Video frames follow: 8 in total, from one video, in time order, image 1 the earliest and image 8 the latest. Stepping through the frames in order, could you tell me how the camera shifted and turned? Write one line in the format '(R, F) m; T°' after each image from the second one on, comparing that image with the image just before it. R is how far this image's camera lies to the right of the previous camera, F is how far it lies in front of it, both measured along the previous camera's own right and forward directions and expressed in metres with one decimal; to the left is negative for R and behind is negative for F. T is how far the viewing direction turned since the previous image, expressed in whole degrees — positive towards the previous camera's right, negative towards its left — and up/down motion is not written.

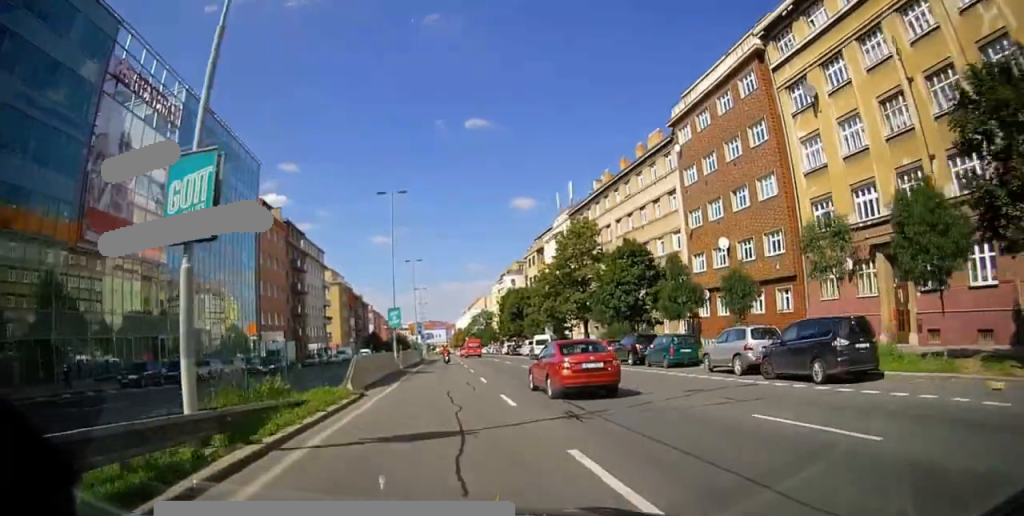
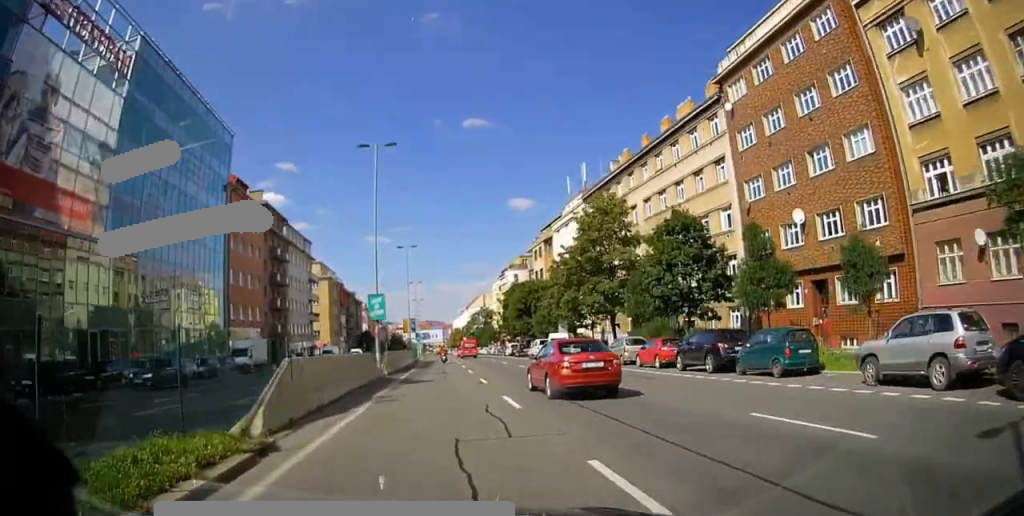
(+0.1, +9.7) m; 0°
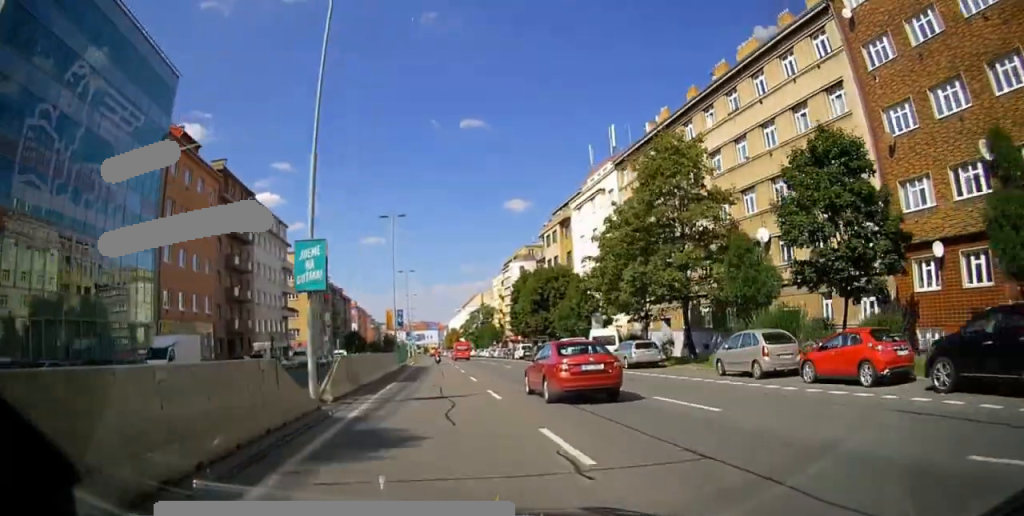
(0.0, +15.0) m; 0°
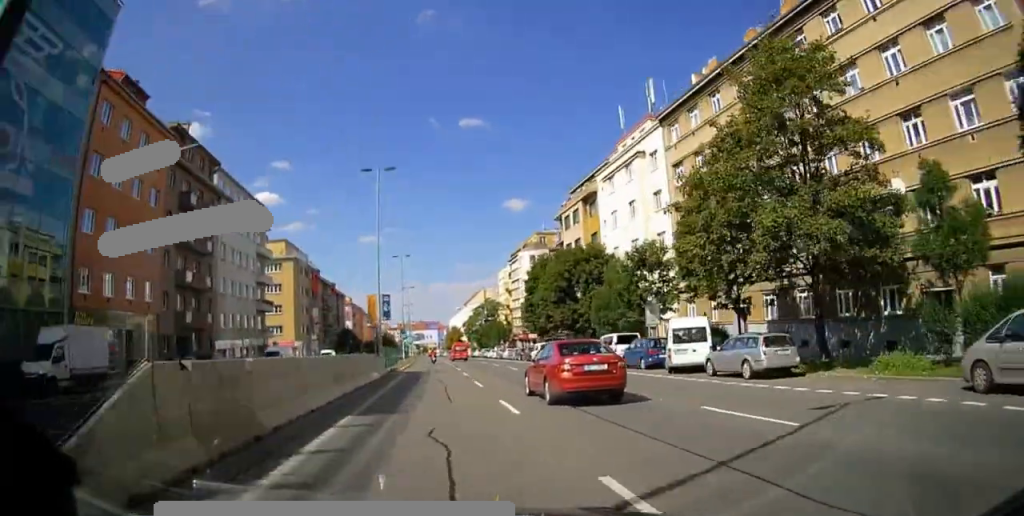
(0.0, +12.5) m; -2°
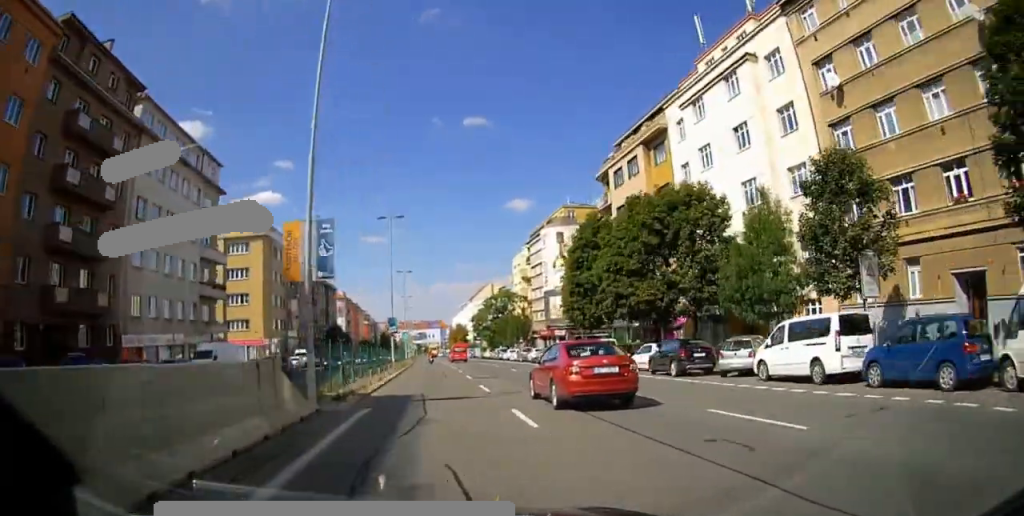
(-0.6, +19.5) m; -1°
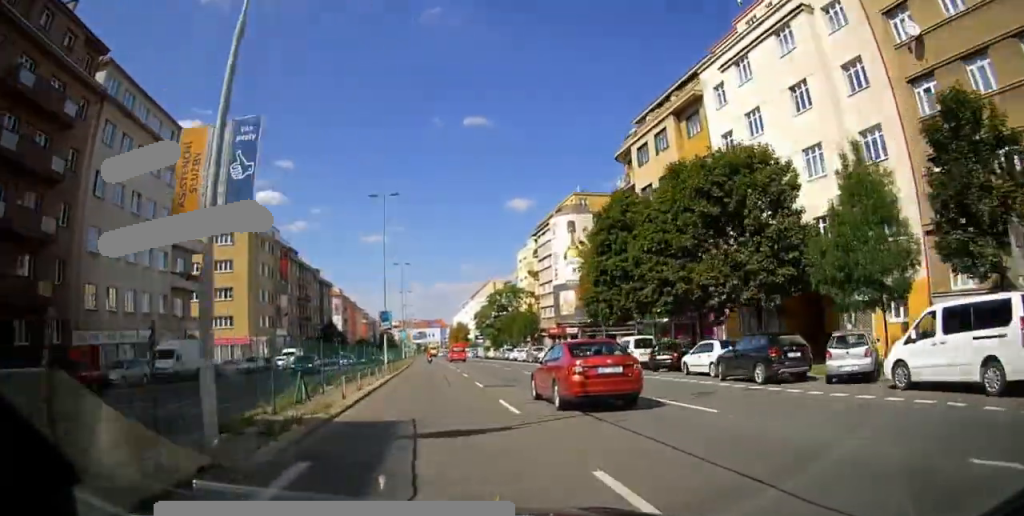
(-0.1, +6.6) m; +1°
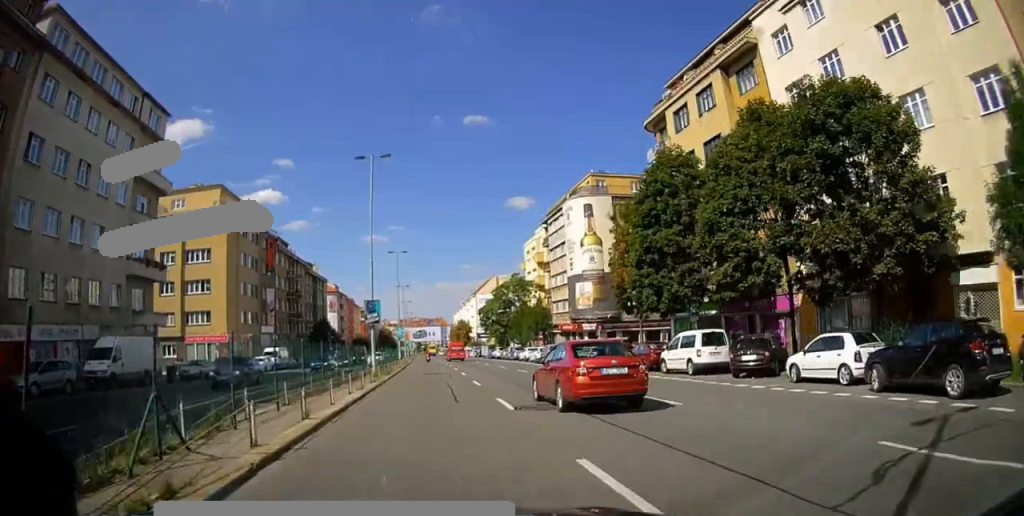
(+0.2, +8.0) m; +1°
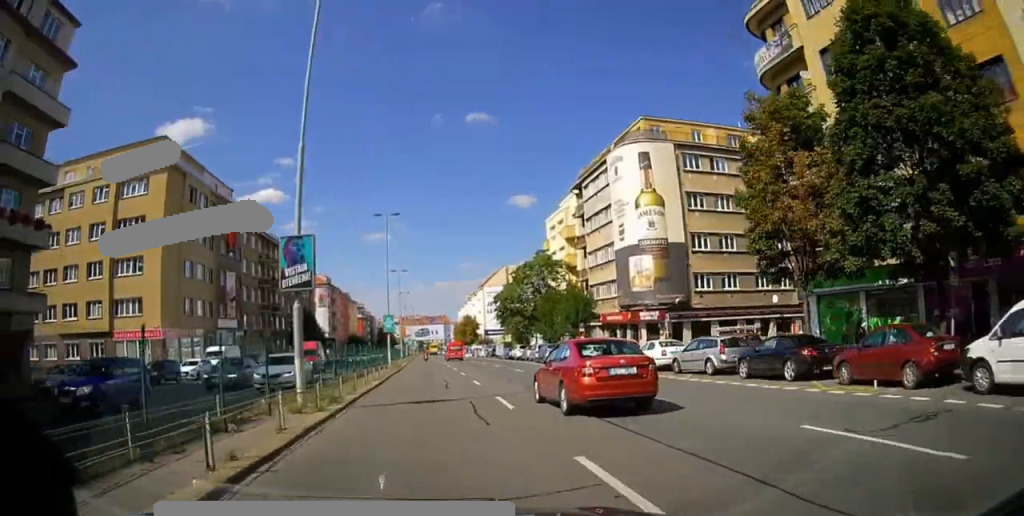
(+0.3, +17.5) m; +1°
